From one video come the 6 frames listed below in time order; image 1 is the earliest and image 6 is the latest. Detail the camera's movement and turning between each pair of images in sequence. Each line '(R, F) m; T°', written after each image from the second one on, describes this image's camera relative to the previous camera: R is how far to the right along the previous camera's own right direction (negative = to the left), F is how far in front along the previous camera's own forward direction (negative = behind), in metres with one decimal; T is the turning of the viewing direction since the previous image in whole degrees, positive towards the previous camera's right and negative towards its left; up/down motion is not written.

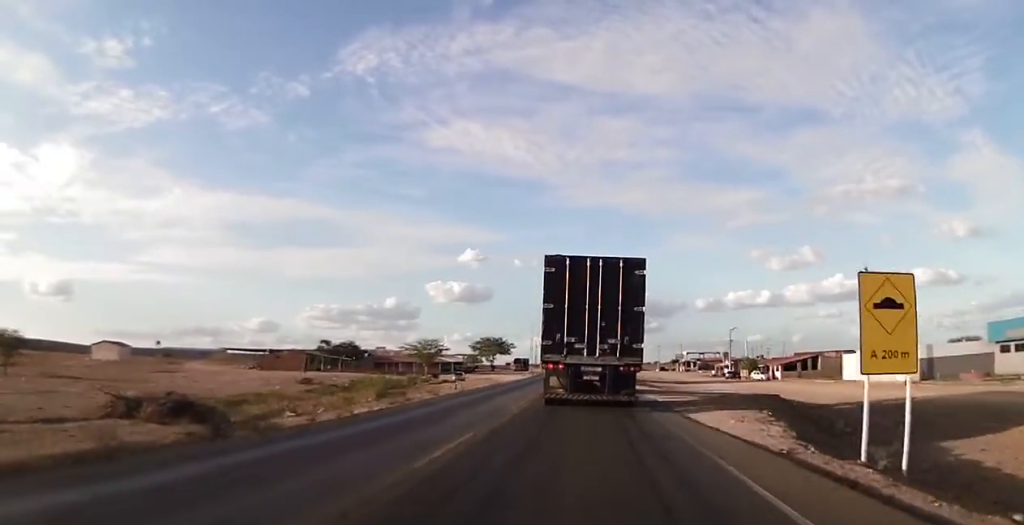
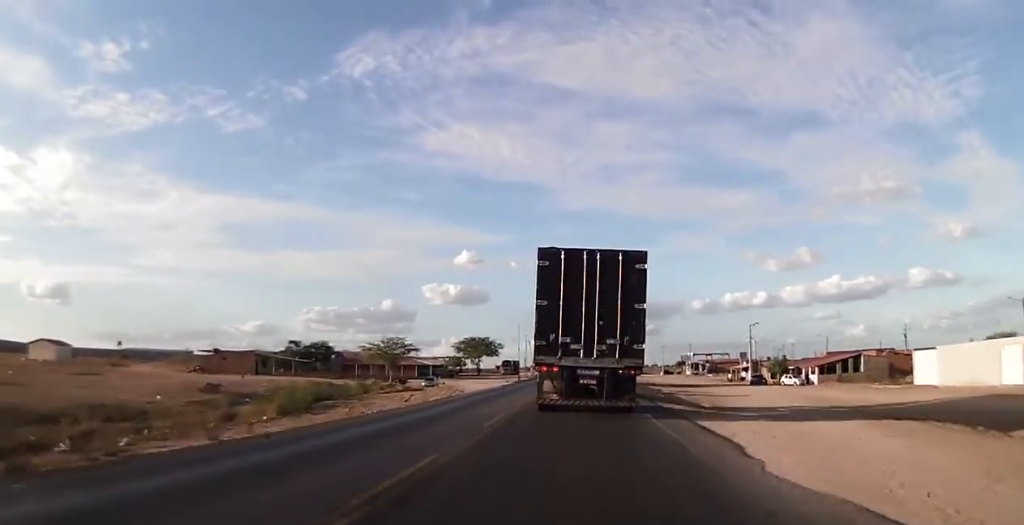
(+0.5, +19.8) m; +2°
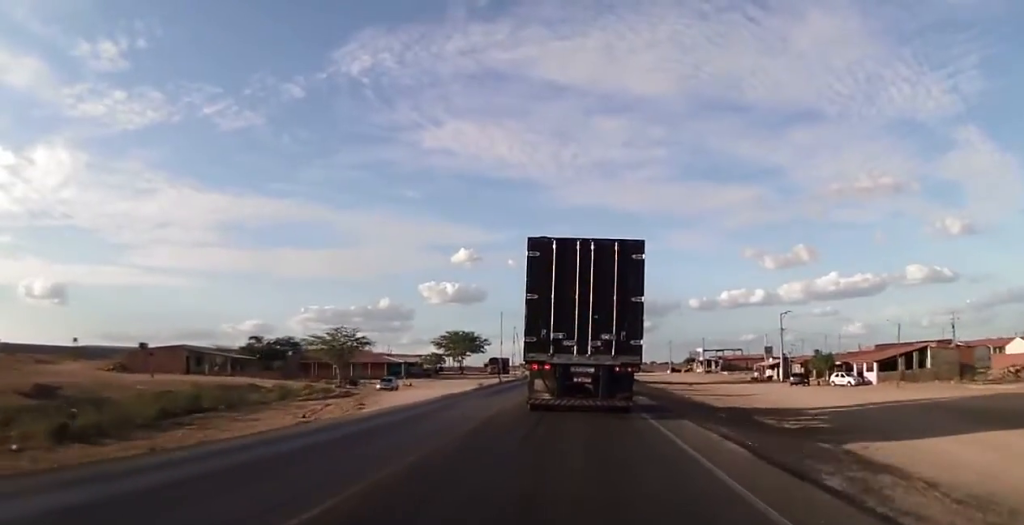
(-0.3, +22.5) m; -2°
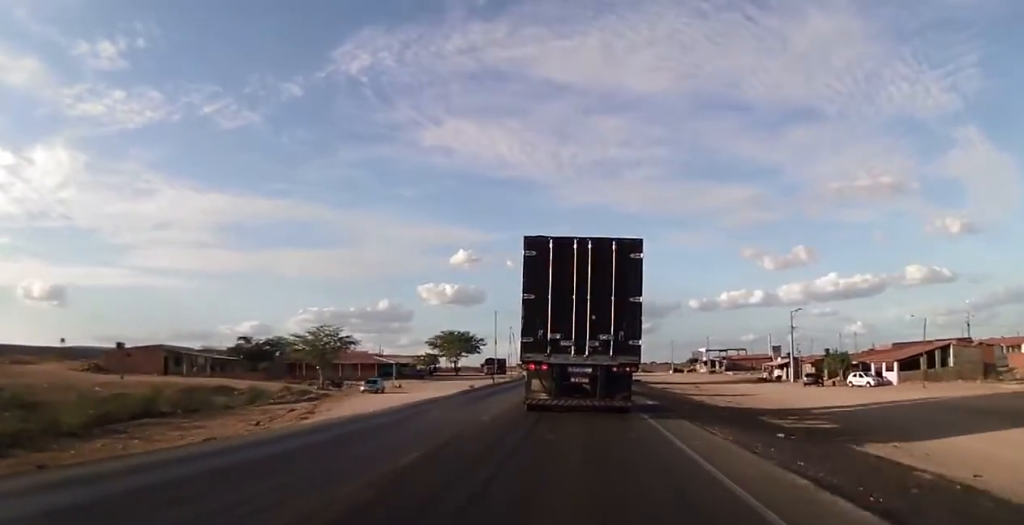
(0.0, +6.4) m; 0°
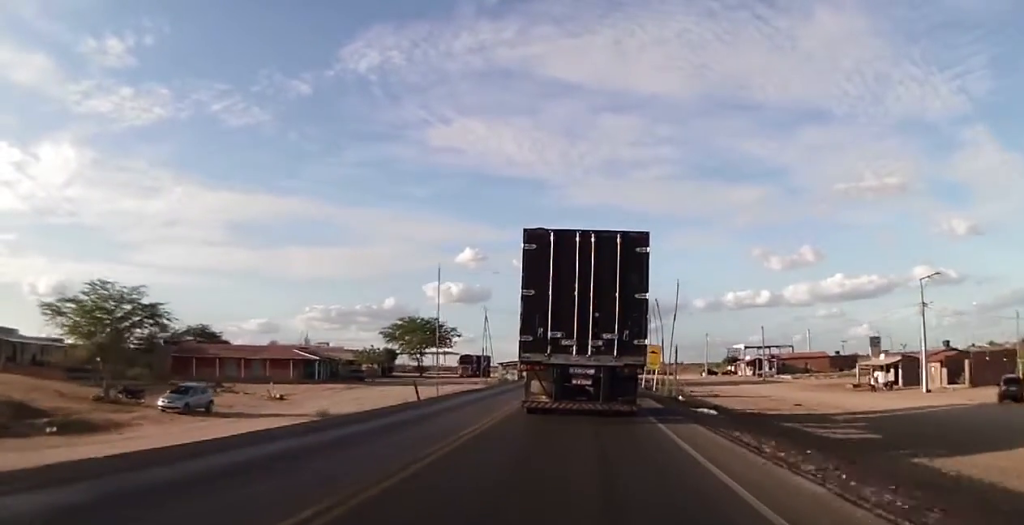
(+0.7, +41.2) m; +3°
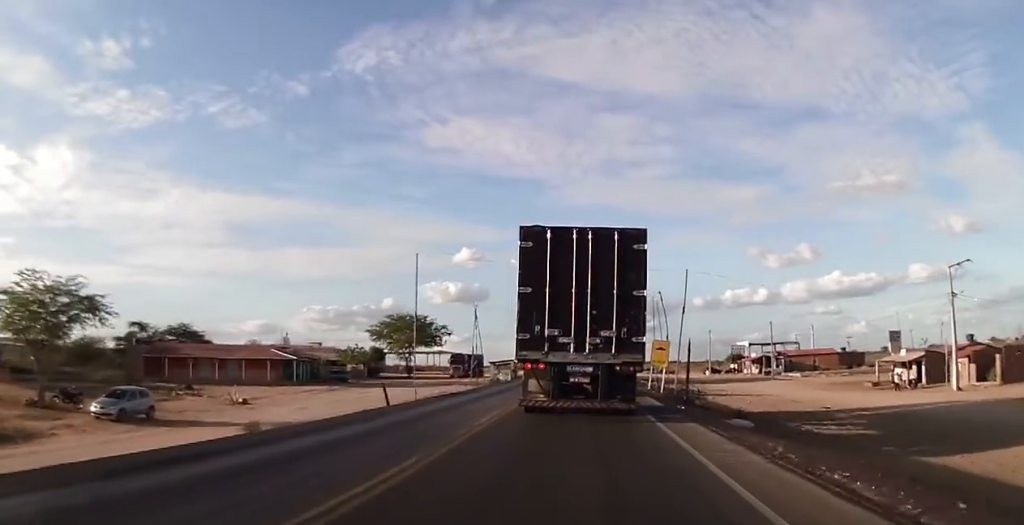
(0.0, +5.9) m; 0°
